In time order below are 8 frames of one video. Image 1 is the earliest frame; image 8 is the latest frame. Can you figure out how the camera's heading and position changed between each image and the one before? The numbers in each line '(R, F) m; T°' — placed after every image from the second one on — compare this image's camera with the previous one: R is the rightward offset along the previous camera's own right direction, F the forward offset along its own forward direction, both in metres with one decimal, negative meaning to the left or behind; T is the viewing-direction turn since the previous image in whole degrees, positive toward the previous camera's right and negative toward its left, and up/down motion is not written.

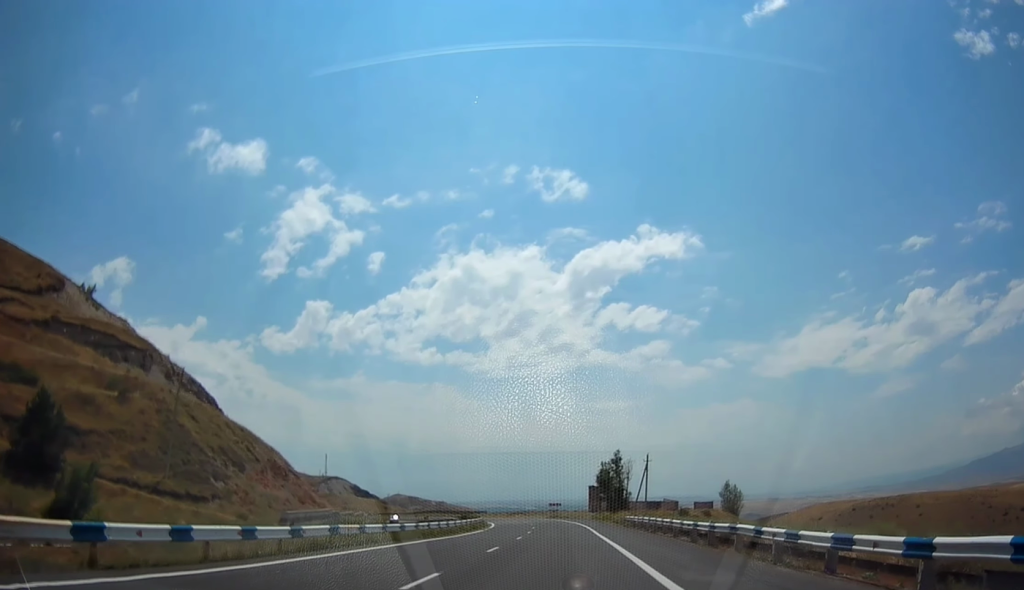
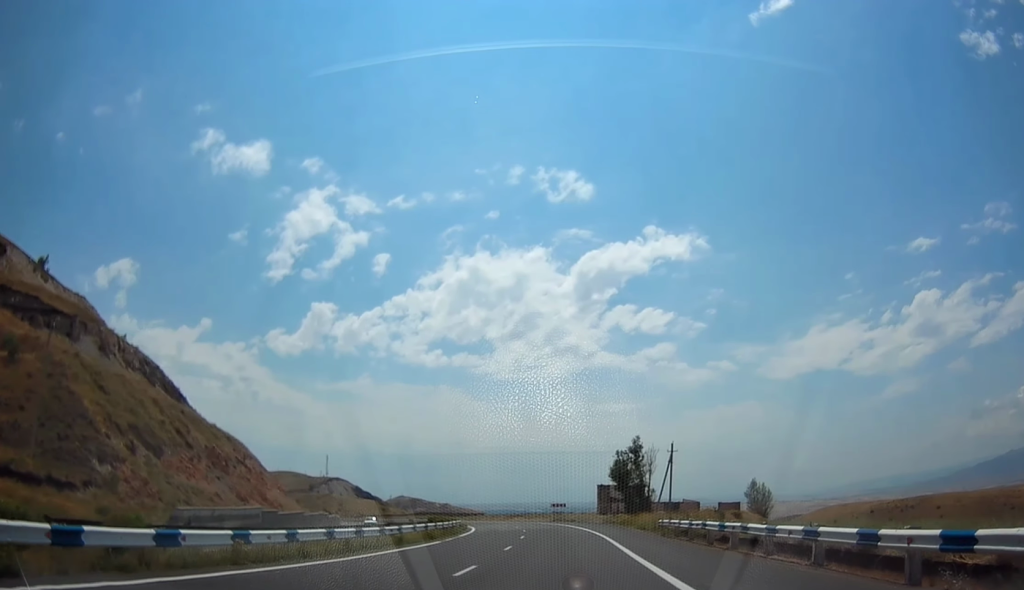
(-0.1, +19.2) m; -1°
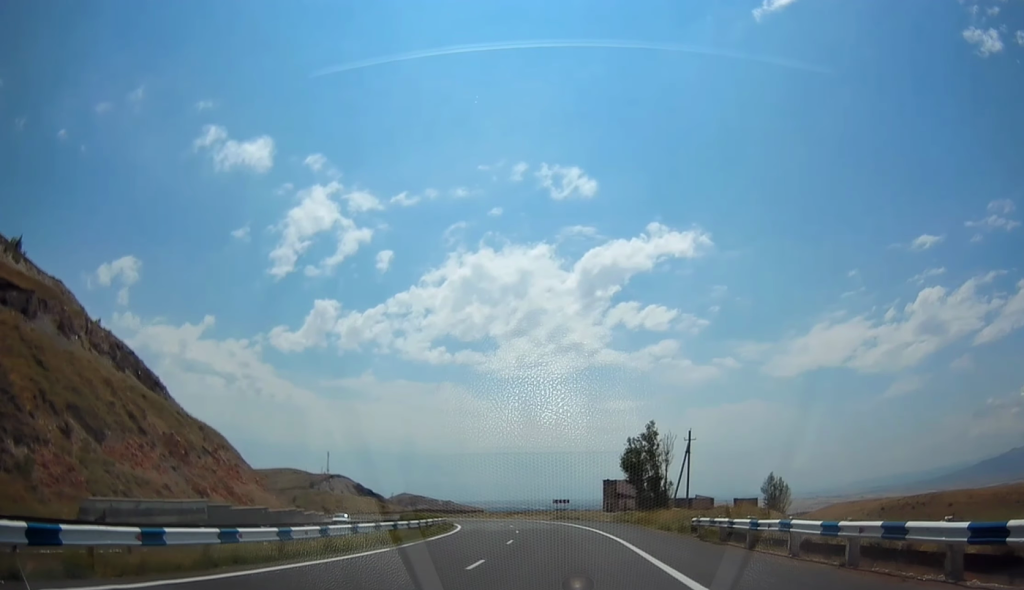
(-0.3, +9.8) m; -1°
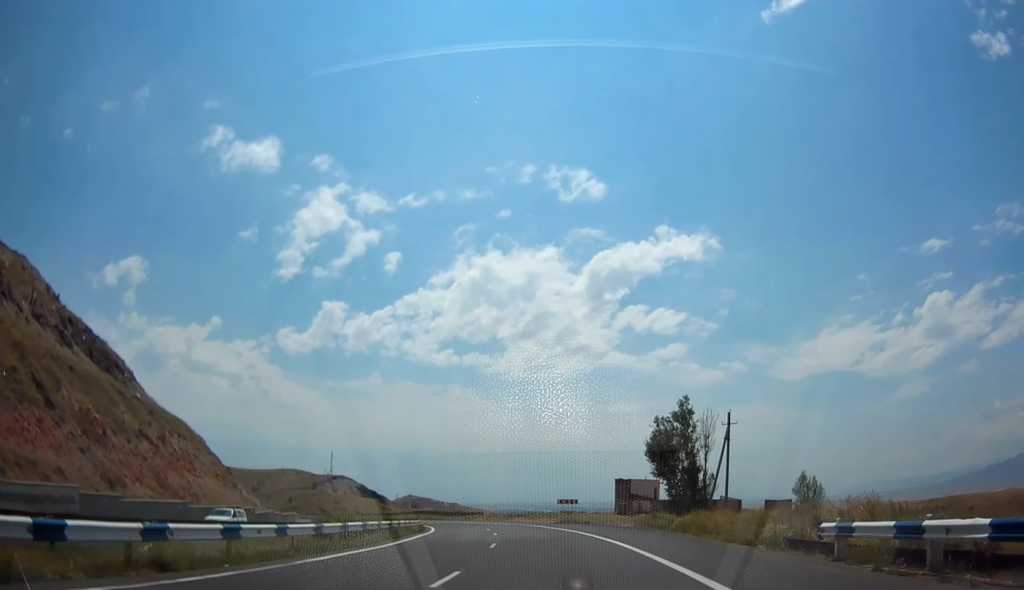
(+0.1, +15.2) m; +1°
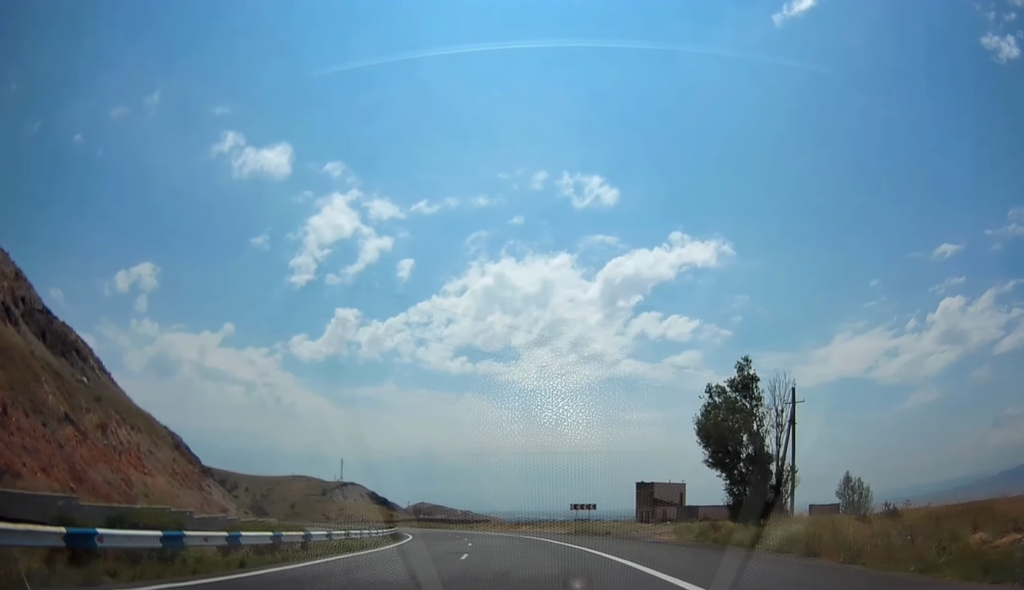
(+0.1, +14.2) m; 0°
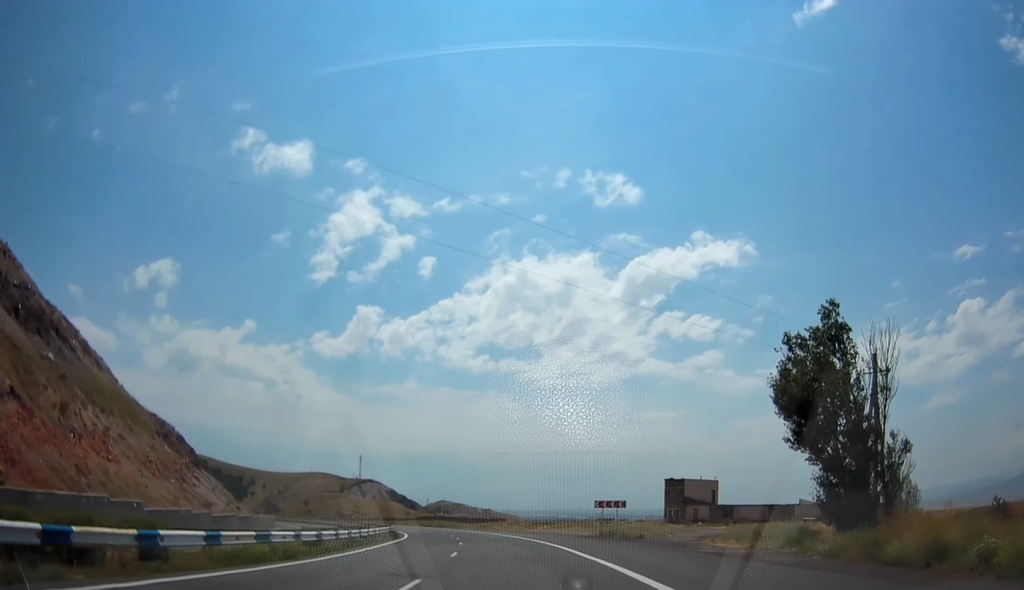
(+0.1, +9.8) m; 0°
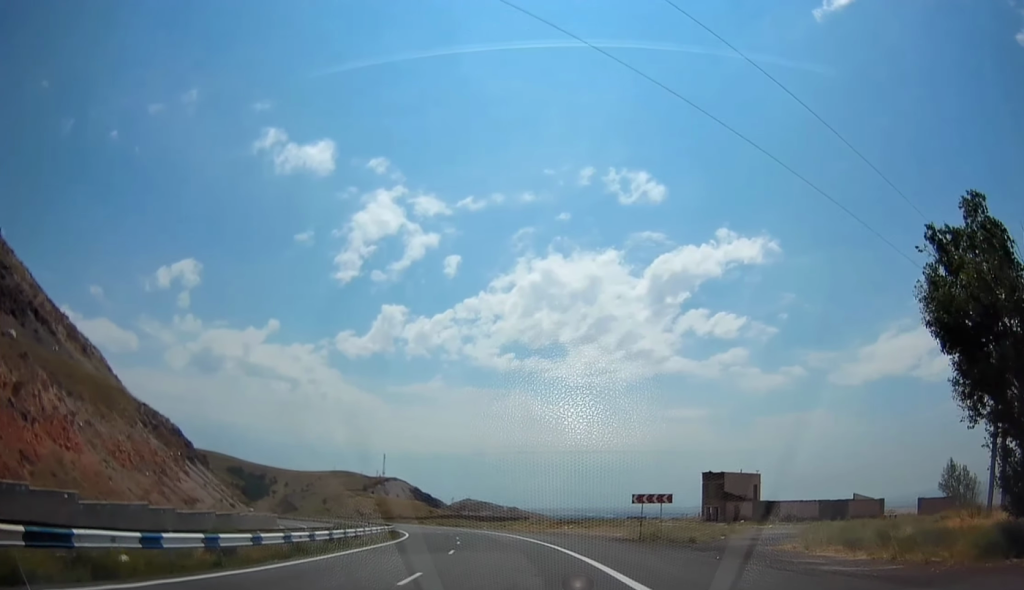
(-0.1, +9.7) m; -1°
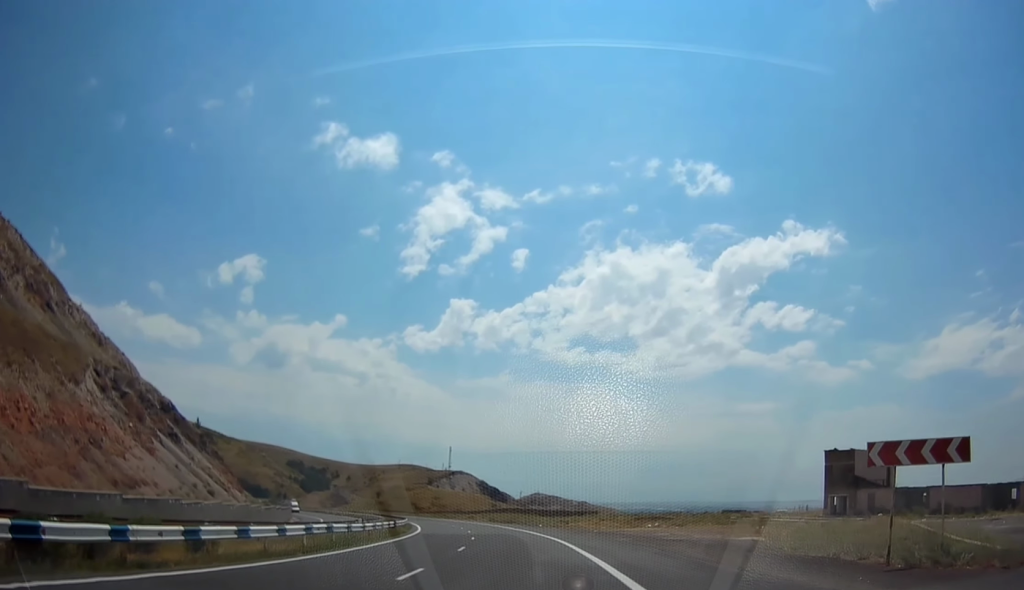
(-0.8, +22.8) m; -4°
